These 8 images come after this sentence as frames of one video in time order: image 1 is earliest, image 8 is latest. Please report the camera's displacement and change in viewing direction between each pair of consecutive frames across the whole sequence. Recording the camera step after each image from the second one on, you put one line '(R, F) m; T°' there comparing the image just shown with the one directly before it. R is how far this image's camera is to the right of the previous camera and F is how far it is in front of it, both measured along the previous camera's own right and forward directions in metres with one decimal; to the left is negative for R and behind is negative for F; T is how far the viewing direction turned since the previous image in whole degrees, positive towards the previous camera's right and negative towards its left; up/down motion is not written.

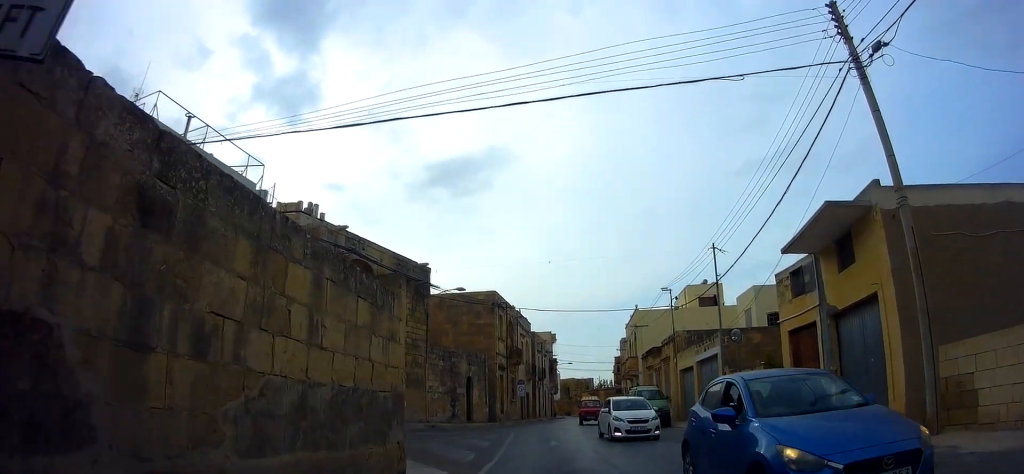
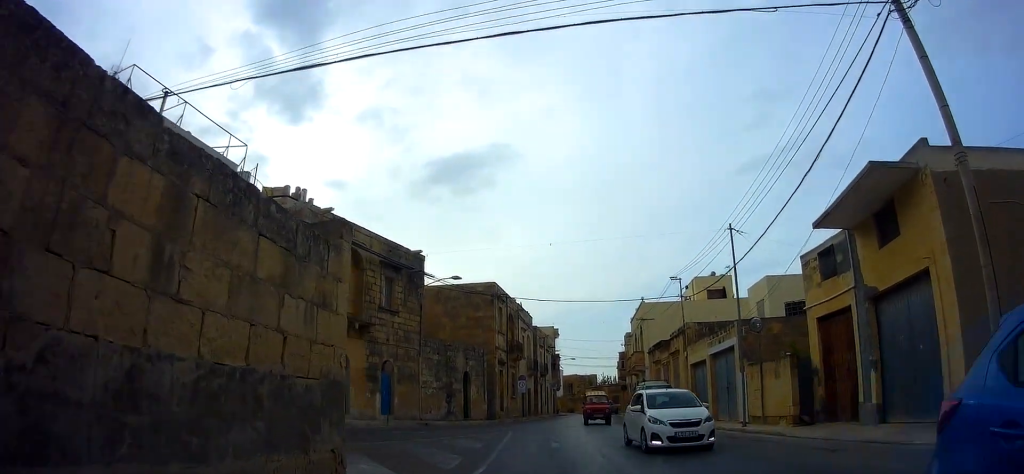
(0.0, +1.9) m; -2°
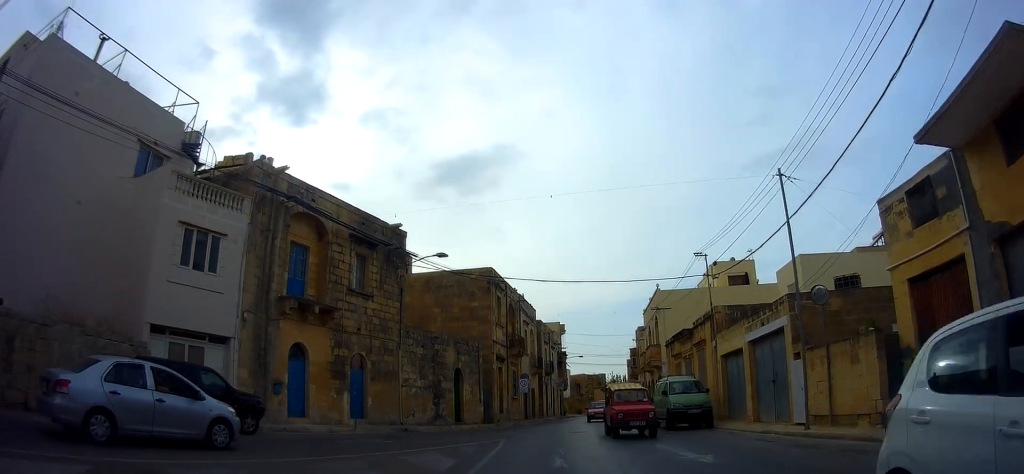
(-0.2, +4.2) m; -9°
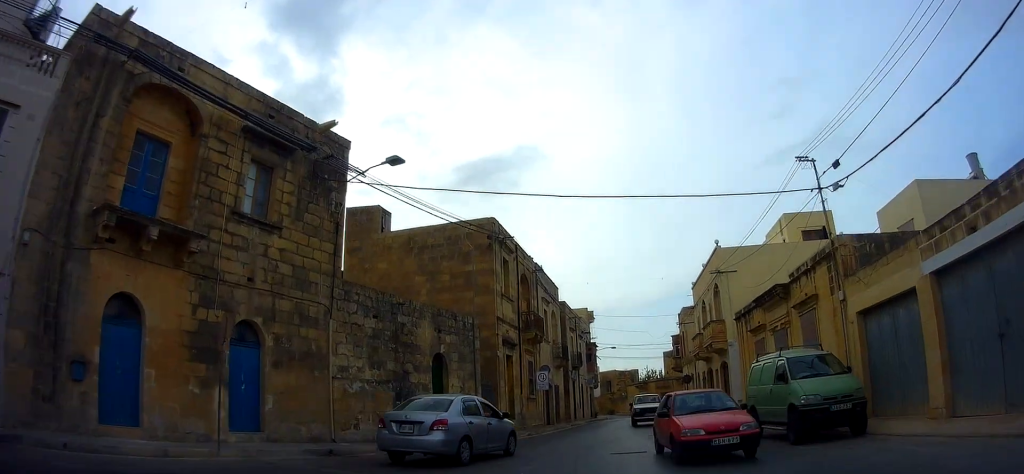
(0.0, +9.4) m; 0°
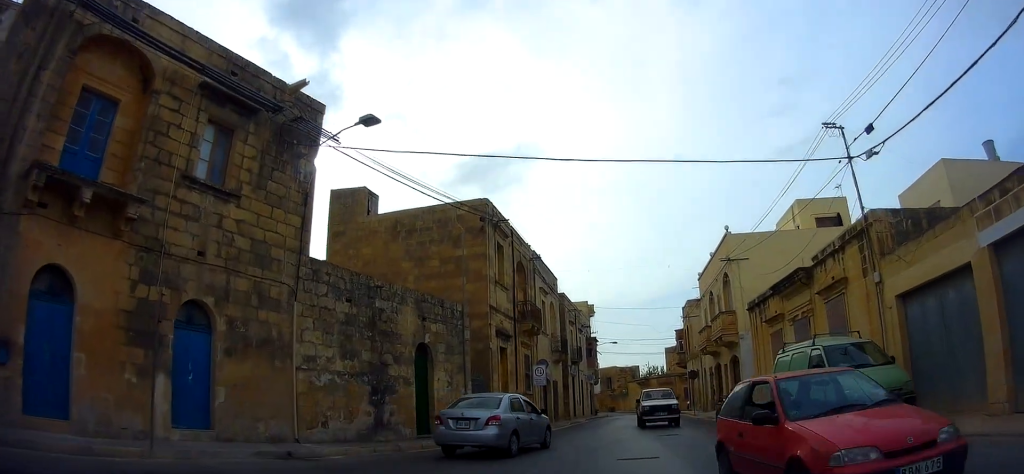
(-0.4, +2.1) m; 0°
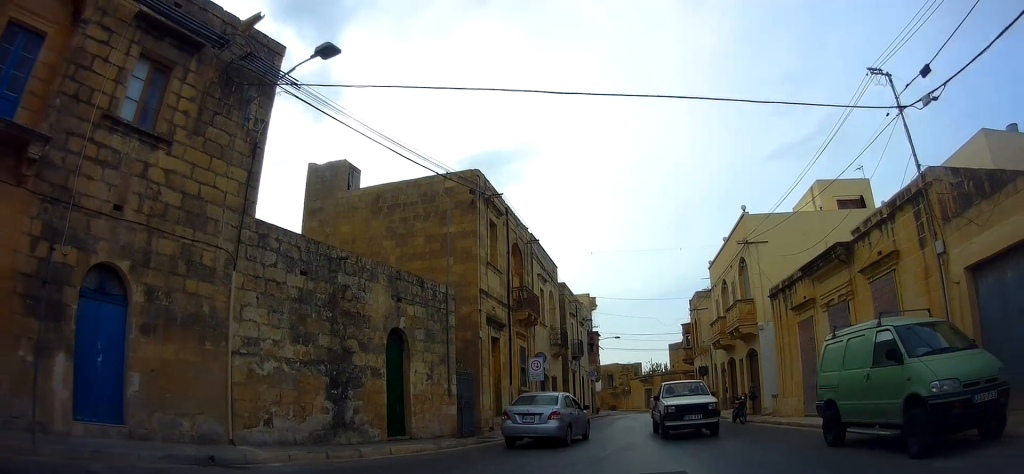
(0.0, +3.0) m; 0°
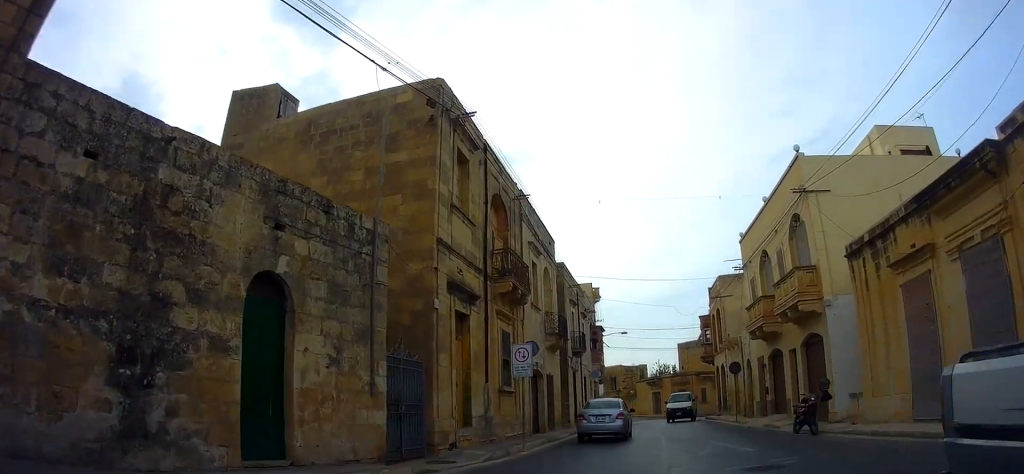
(0.0, +6.2) m; 0°
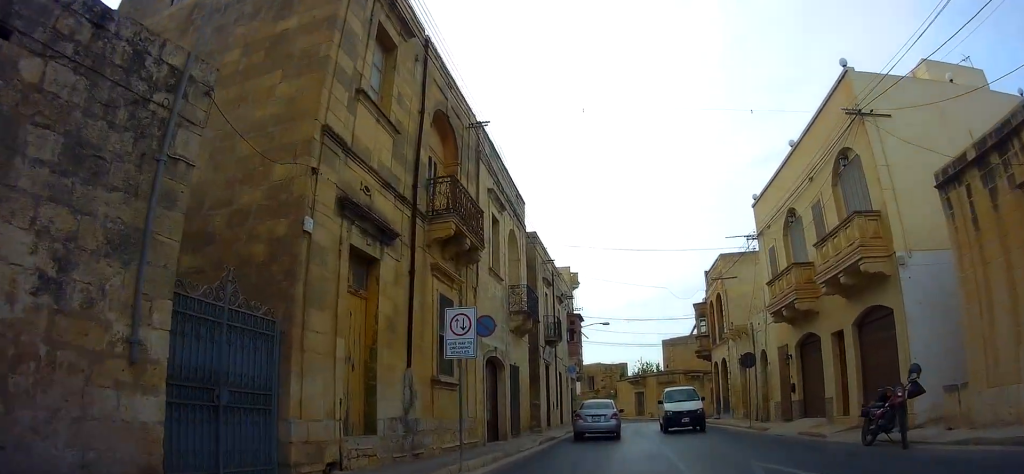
(+0.3, +4.5) m; +2°
